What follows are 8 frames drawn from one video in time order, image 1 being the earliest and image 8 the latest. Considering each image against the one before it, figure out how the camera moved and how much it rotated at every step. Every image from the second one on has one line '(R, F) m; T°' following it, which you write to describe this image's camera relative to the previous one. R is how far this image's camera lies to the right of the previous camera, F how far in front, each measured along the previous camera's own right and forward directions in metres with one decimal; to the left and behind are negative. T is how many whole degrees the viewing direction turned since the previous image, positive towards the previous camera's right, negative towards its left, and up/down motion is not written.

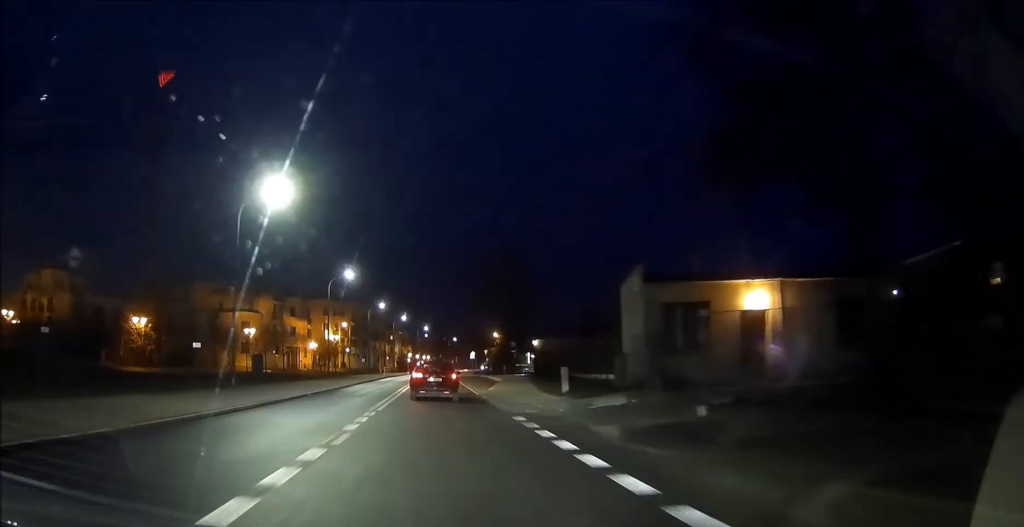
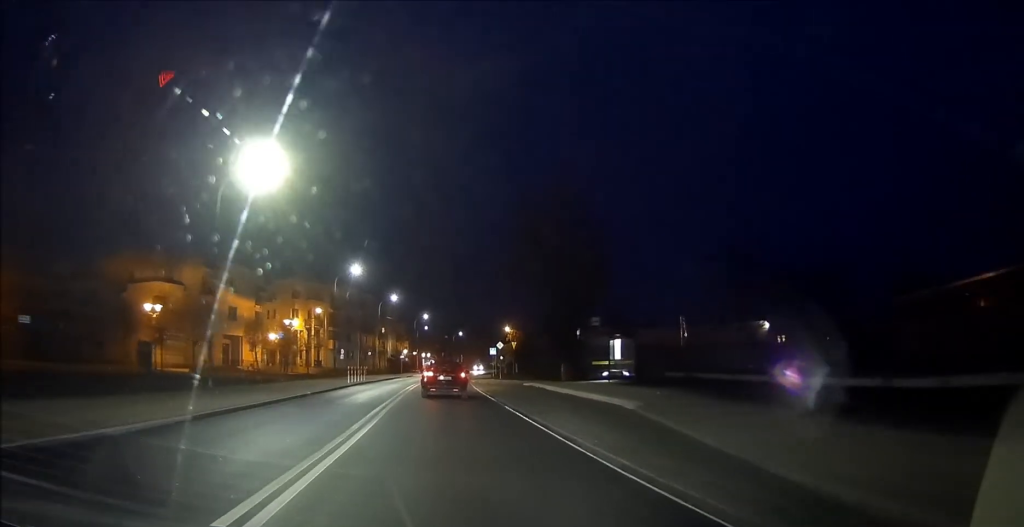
(-1.1, +30.8) m; -3°
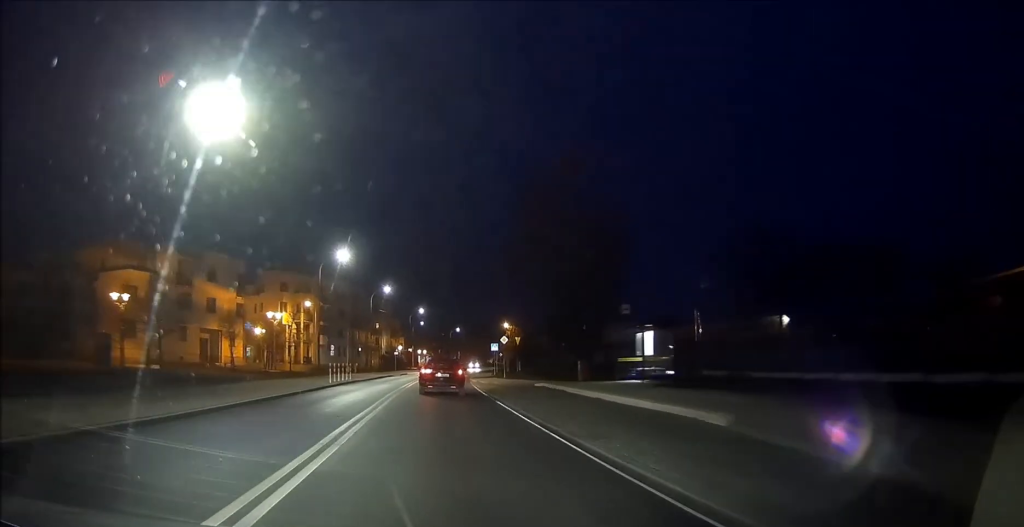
(-0.1, +5.8) m; 0°
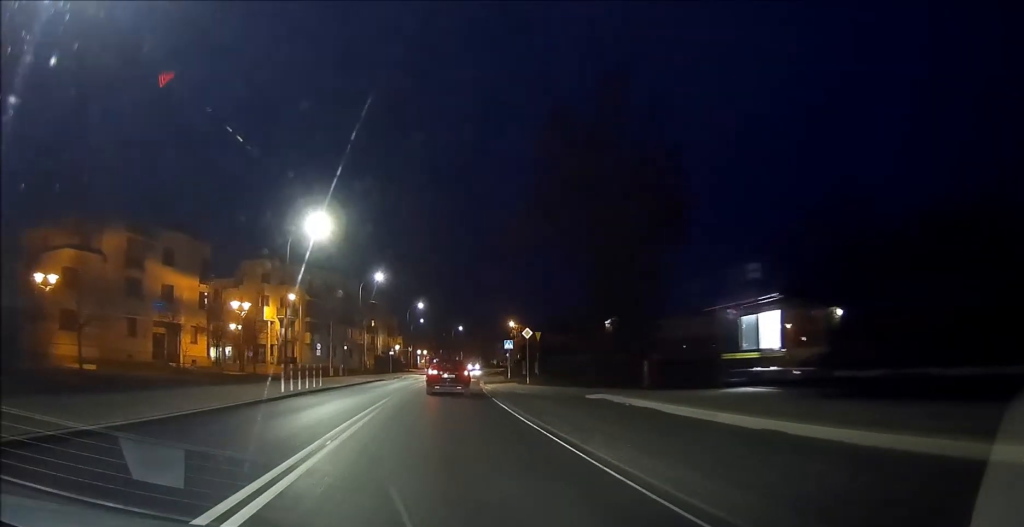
(0.0, +11.5) m; 0°
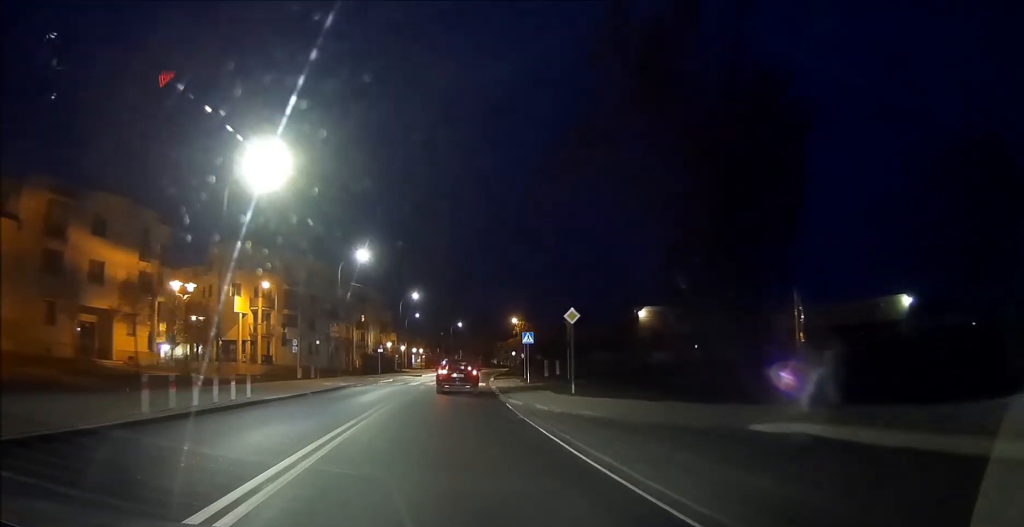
(+0.1, +13.1) m; +1°
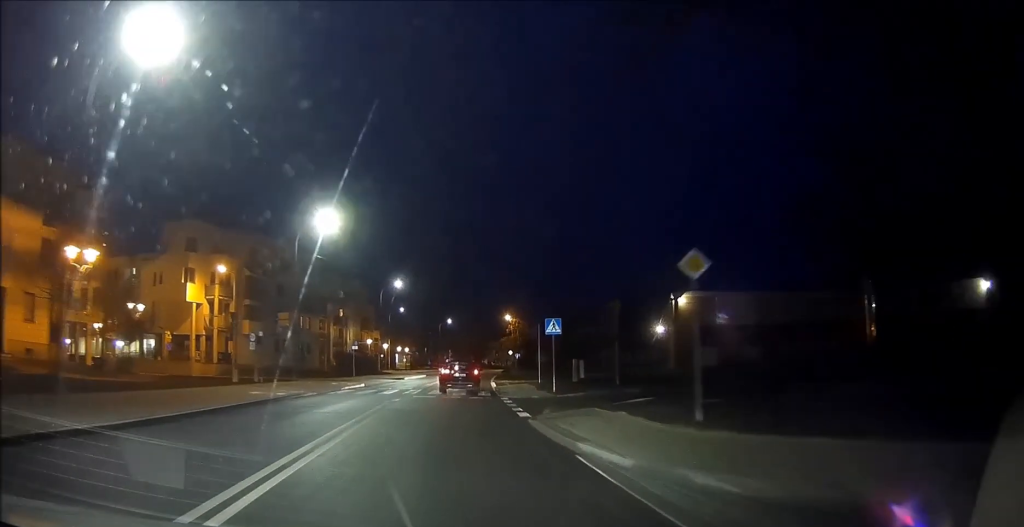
(+0.1, +13.2) m; +1°
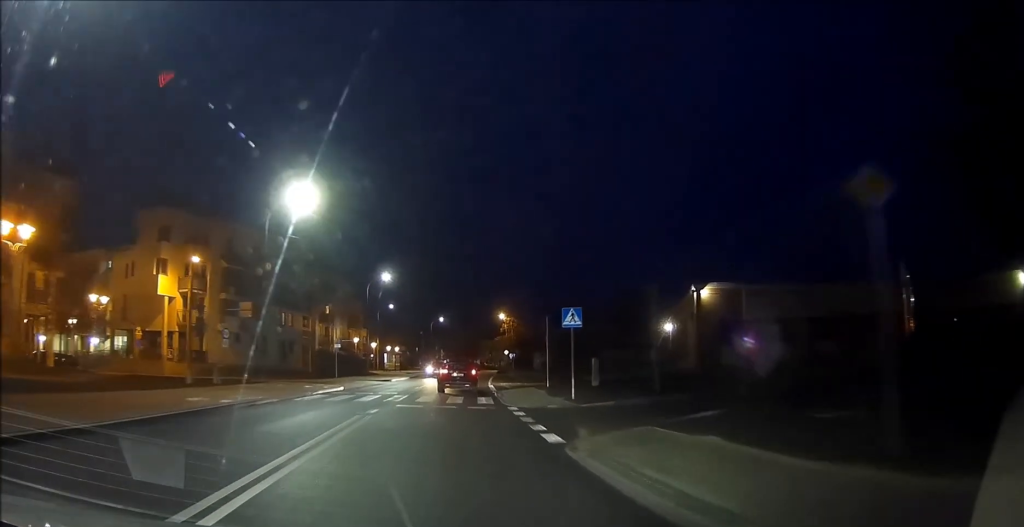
(0.0, +5.9) m; +1°
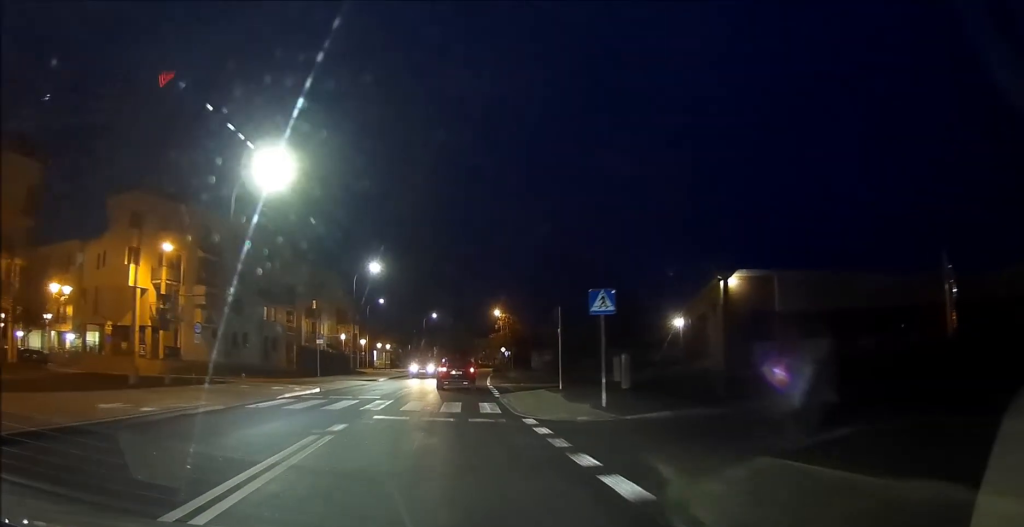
(+0.1, +5.4) m; 0°
